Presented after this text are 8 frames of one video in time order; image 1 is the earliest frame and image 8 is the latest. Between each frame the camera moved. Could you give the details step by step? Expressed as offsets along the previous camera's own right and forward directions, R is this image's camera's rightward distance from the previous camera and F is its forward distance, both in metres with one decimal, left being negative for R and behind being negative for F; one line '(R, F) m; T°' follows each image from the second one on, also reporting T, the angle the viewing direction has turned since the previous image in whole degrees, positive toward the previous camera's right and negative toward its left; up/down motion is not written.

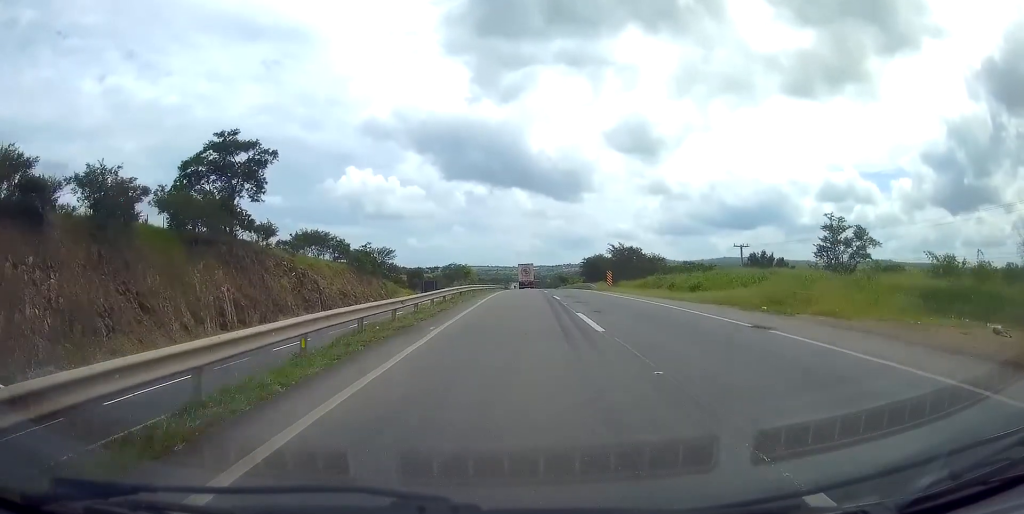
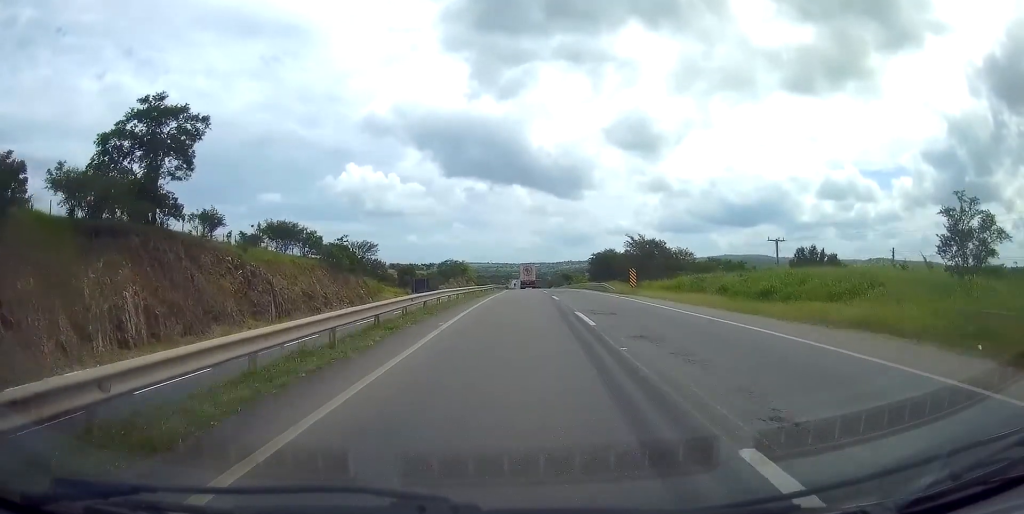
(+0.3, +14.4) m; 0°
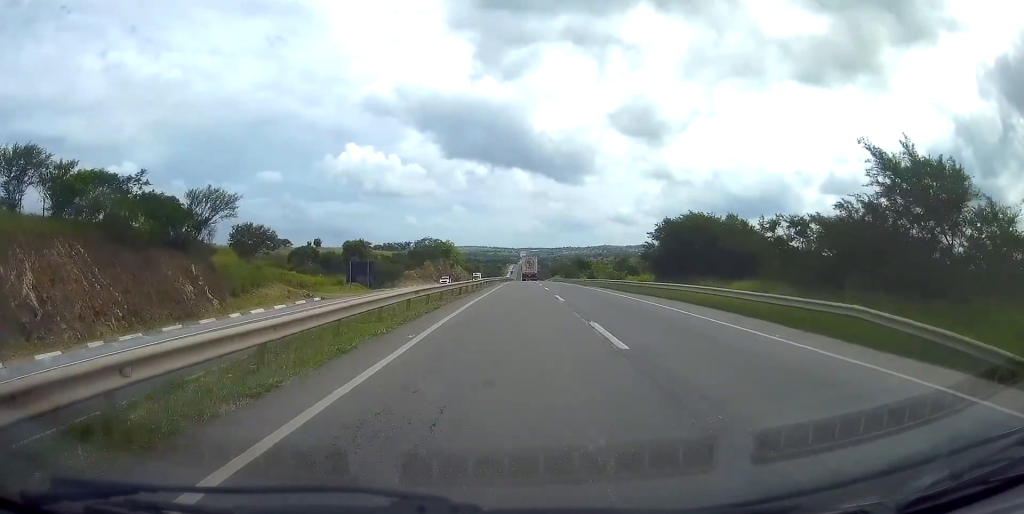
(-0.6, +51.8) m; 0°
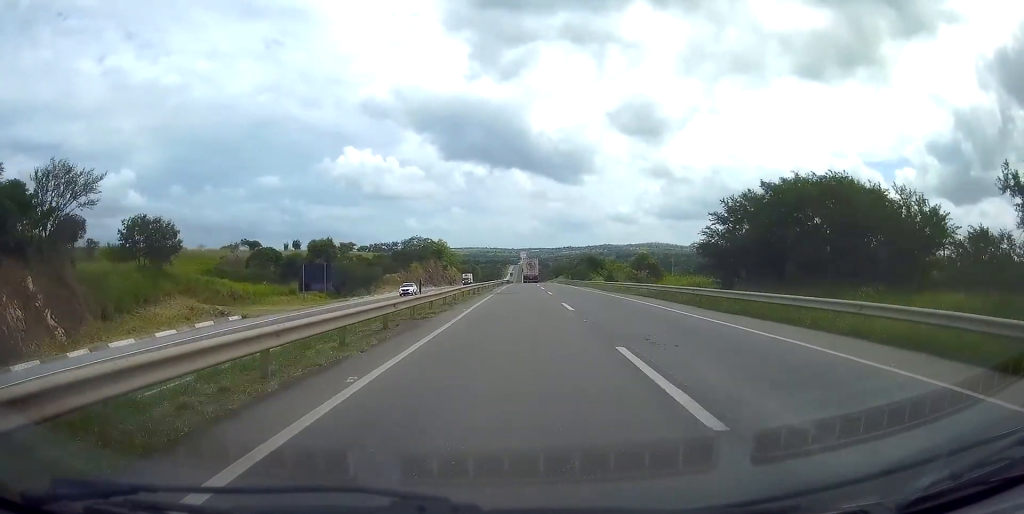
(-0.1, +20.3) m; 0°
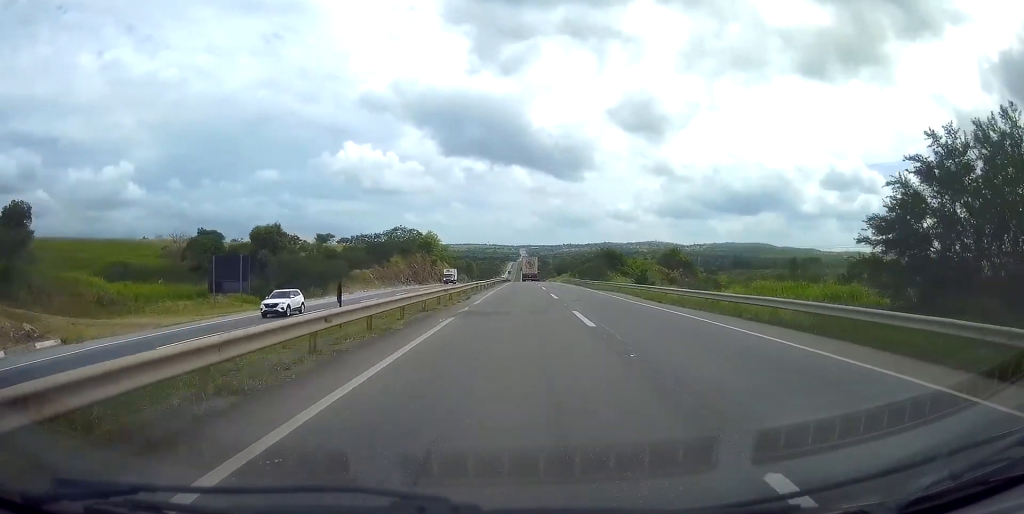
(+0.1, +22.1) m; 0°
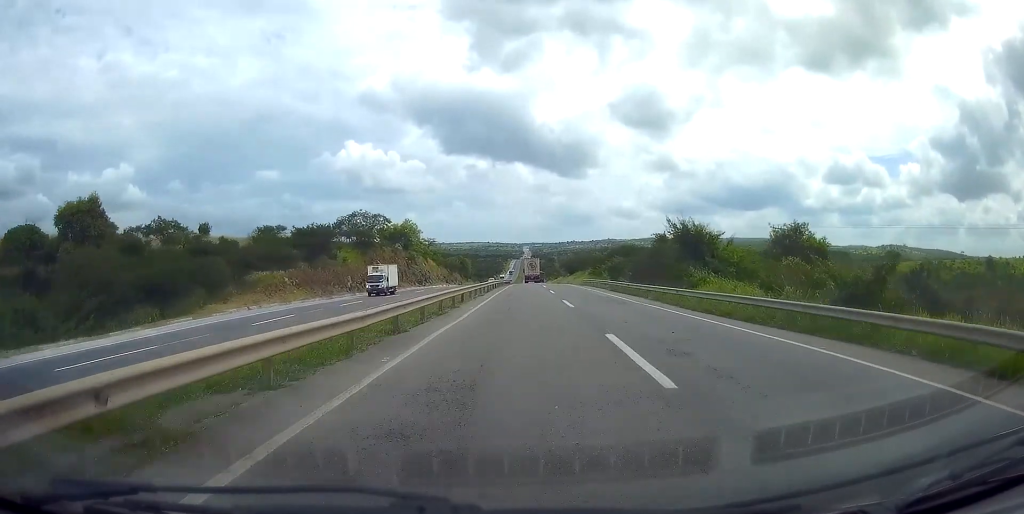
(+0.1, +38.4) m; +1°
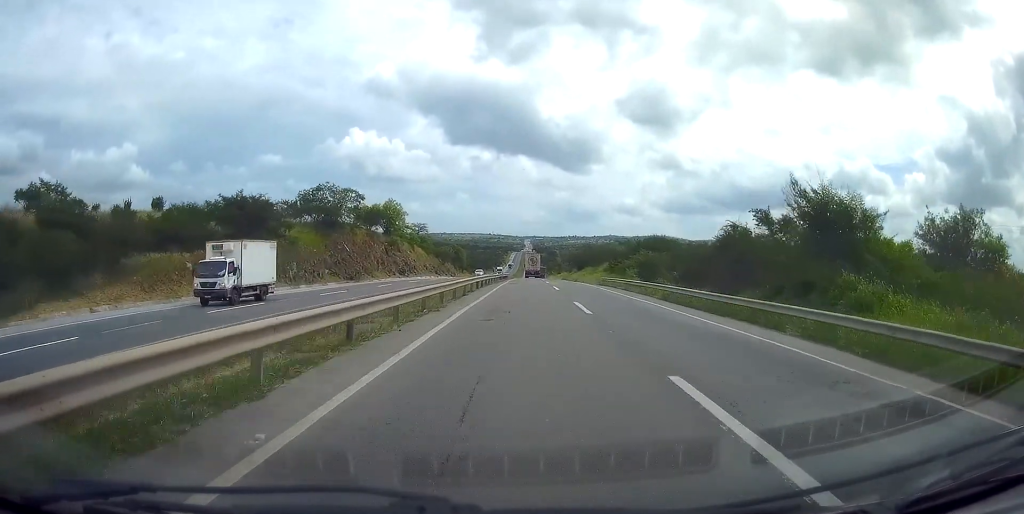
(+0.3, +20.5) m; 0°
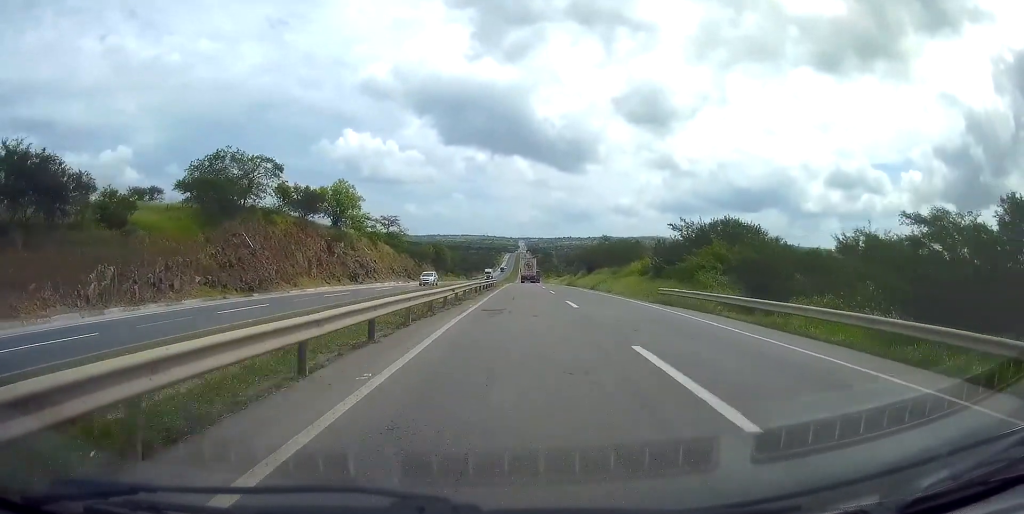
(-0.7, +30.4) m; -2°
